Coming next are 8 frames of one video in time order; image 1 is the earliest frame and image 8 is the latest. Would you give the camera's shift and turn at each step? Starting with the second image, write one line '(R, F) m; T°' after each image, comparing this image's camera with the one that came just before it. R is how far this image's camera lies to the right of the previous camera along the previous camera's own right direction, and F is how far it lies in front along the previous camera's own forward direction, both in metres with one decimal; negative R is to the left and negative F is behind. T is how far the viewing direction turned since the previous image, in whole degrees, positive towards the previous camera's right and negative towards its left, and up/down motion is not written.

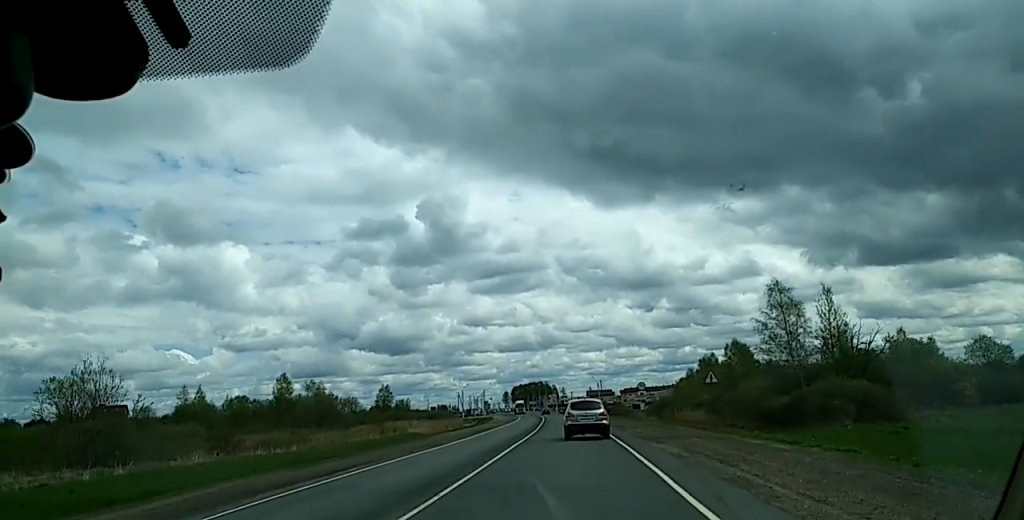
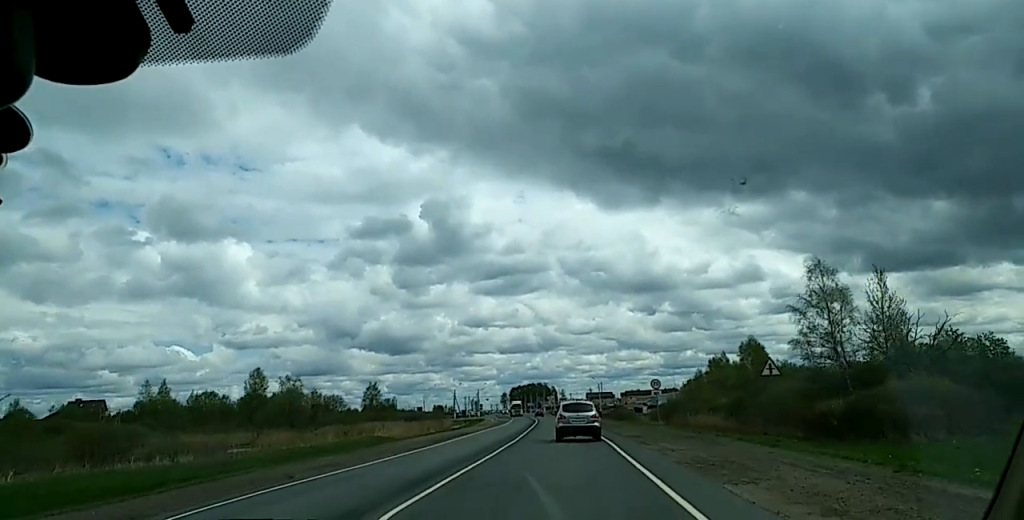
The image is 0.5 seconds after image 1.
(+0.2, +13.2) m; 0°
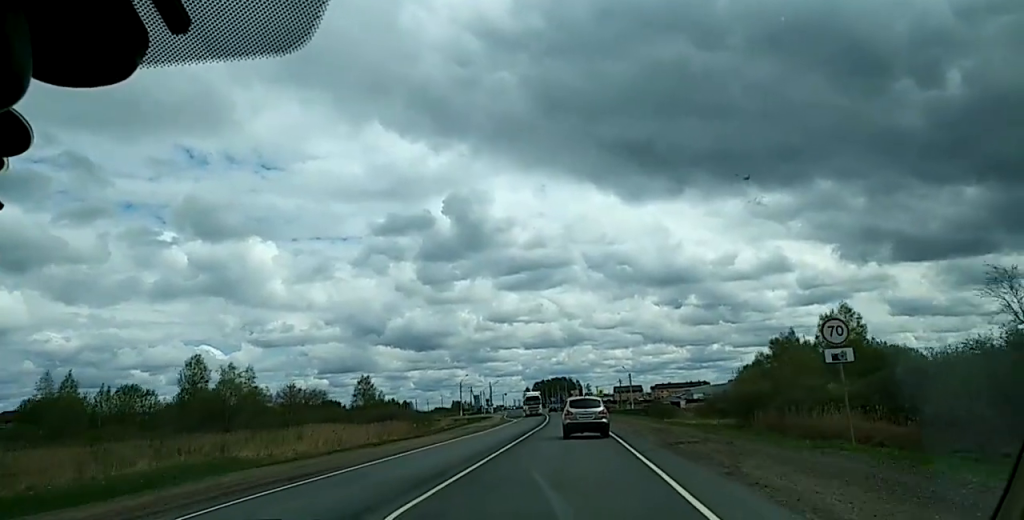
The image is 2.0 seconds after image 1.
(-0.5, +36.4) m; -1°
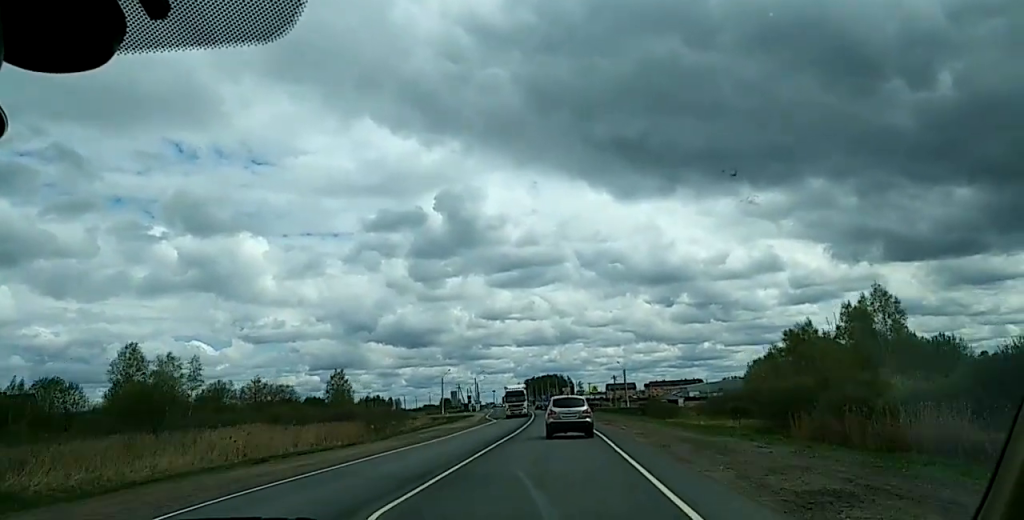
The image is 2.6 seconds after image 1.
(0.0, +15.1) m; 0°
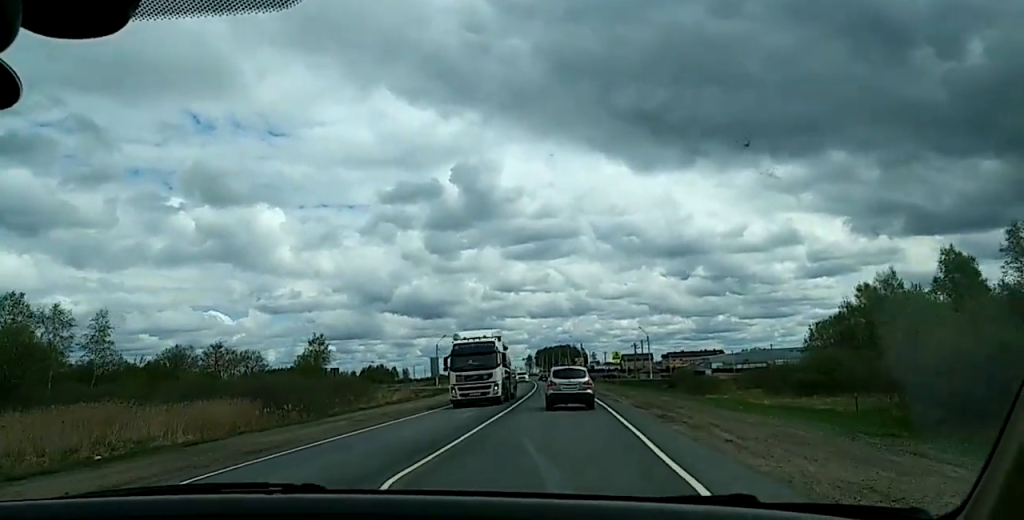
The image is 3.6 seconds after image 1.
(0.0, +27.0) m; -1°
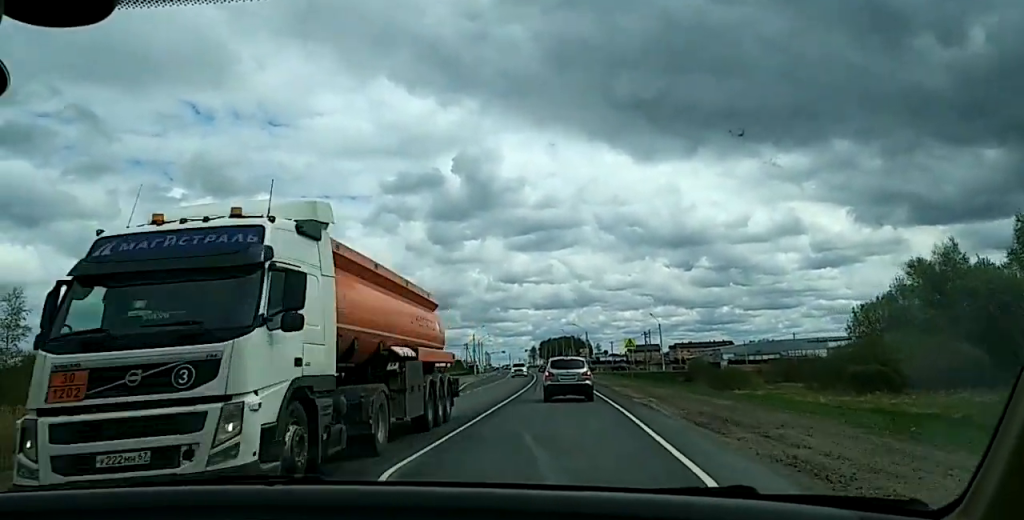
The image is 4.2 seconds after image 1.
(-0.3, +13.7) m; -1°
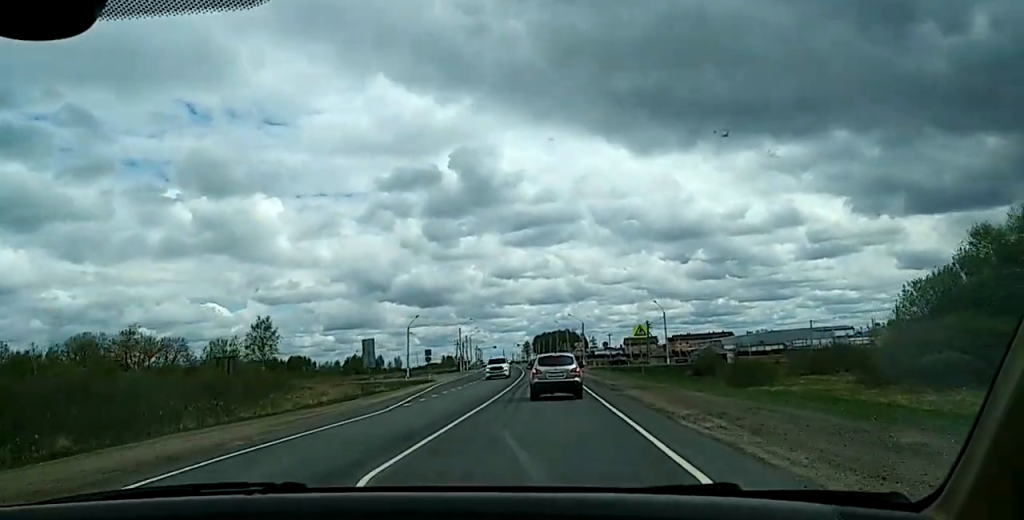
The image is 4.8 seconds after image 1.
(-0.1, +14.5) m; 0°
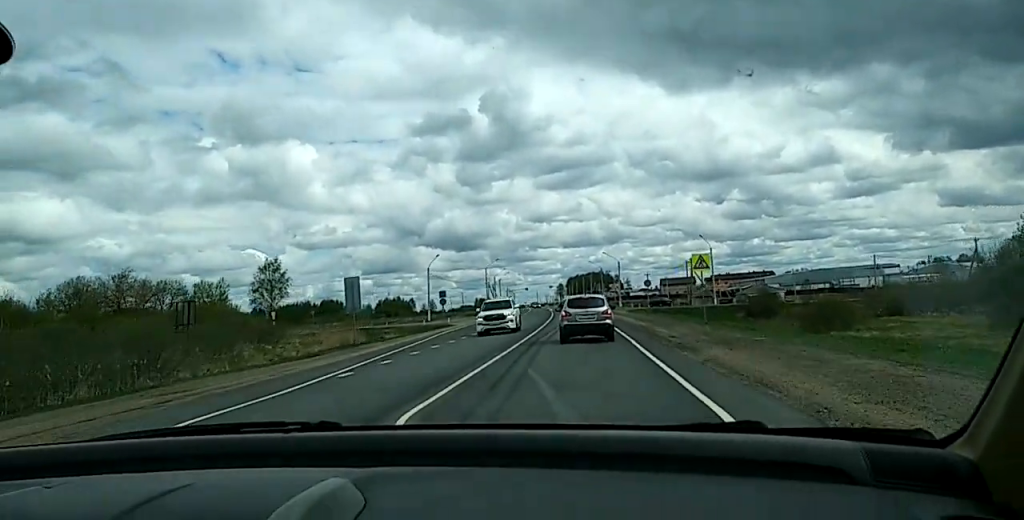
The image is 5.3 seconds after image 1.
(0.0, +12.2) m; 0°
